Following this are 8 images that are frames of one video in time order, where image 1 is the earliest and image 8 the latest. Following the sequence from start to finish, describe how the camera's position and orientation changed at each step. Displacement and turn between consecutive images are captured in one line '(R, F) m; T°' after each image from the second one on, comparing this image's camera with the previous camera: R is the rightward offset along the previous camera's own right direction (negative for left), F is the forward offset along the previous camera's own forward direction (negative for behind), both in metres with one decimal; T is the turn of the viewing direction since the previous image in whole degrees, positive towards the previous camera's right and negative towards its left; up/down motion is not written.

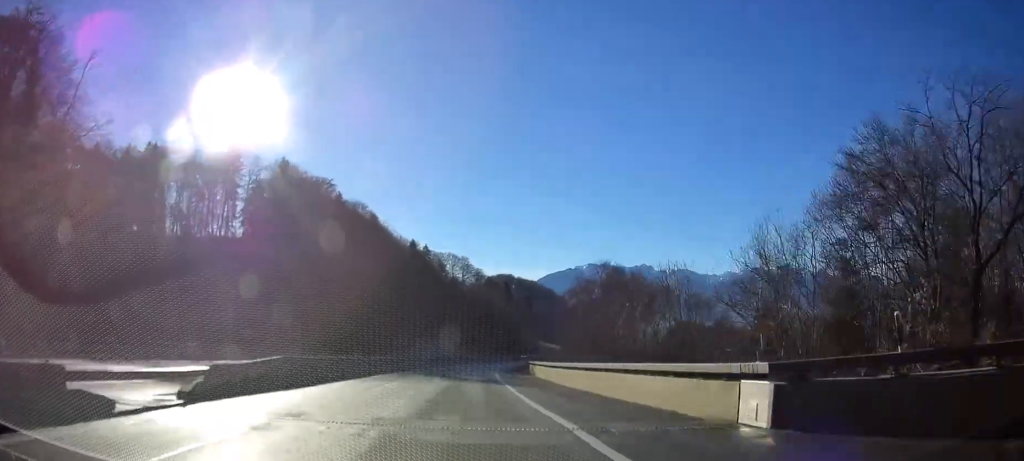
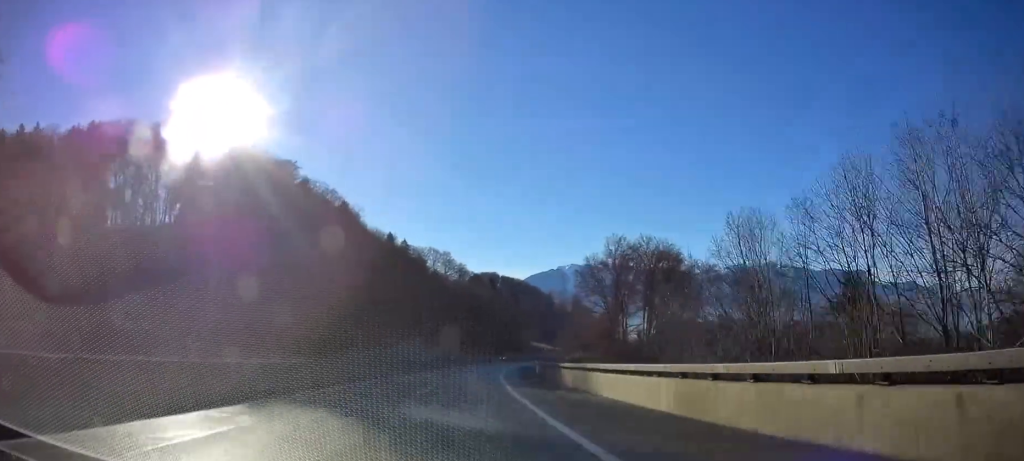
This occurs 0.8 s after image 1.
(+0.1, +26.0) m; +1°
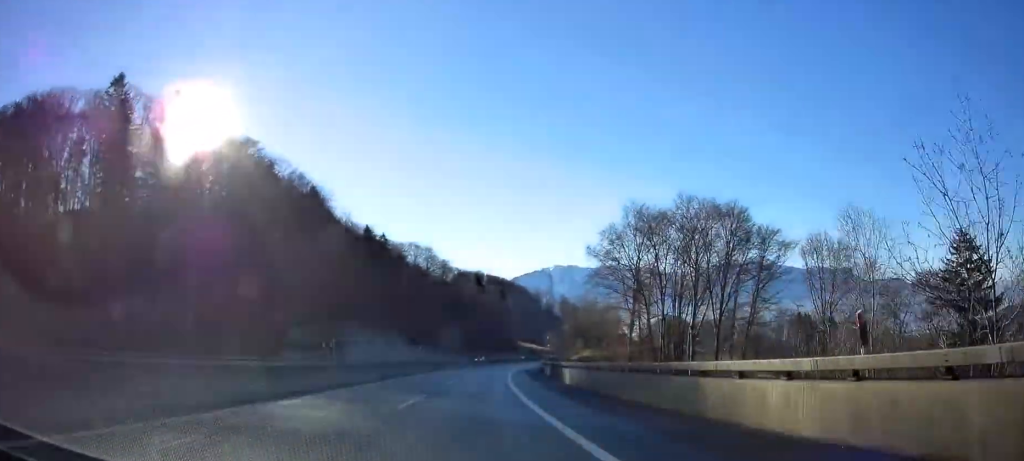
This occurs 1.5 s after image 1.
(+0.3, +23.7) m; +2°
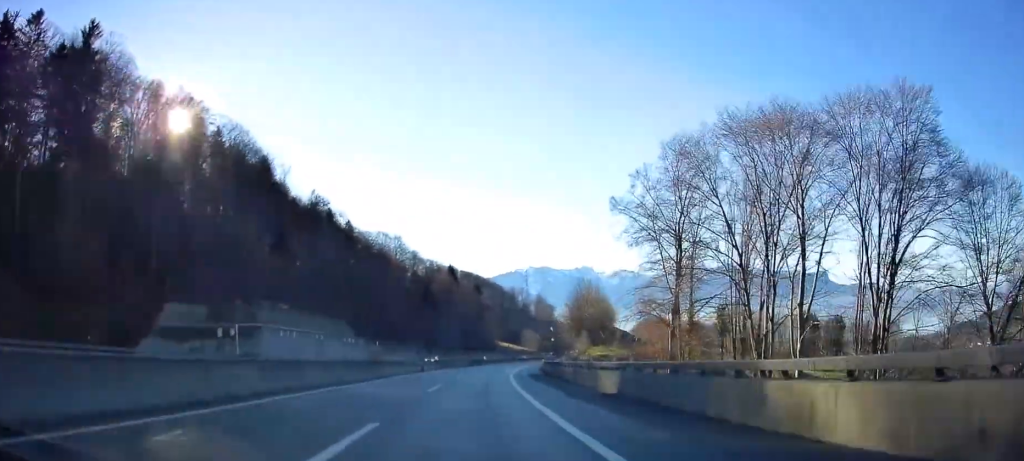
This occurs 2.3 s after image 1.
(+0.6, +28.2) m; +2°
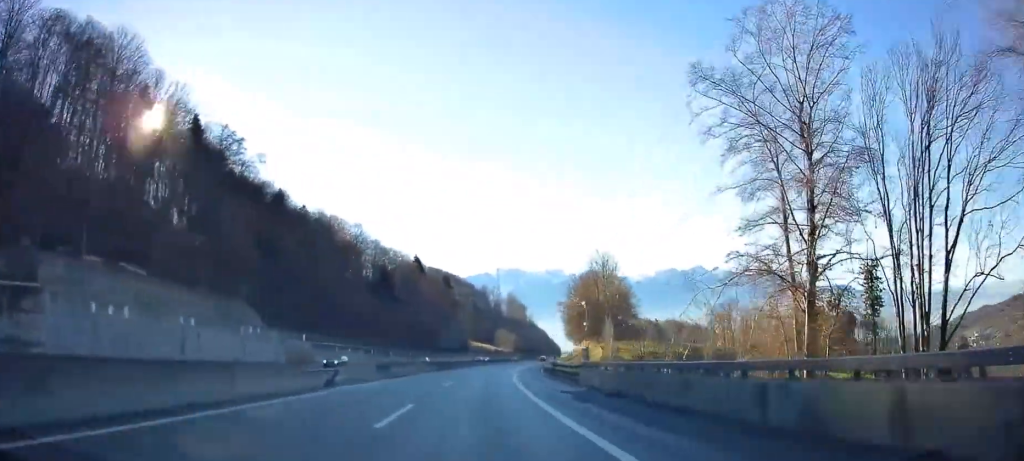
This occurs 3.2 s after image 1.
(+0.7, +29.3) m; +3°
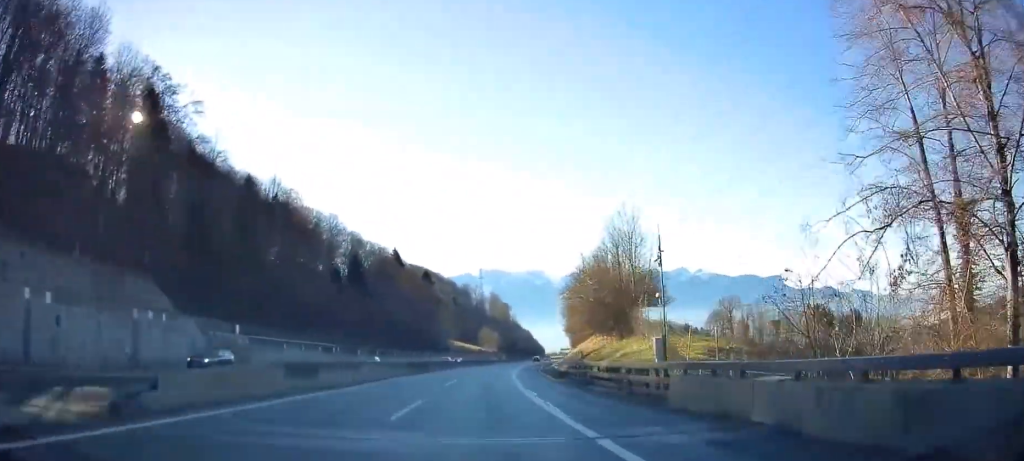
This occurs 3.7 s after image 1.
(0.0, +16.9) m; +1°
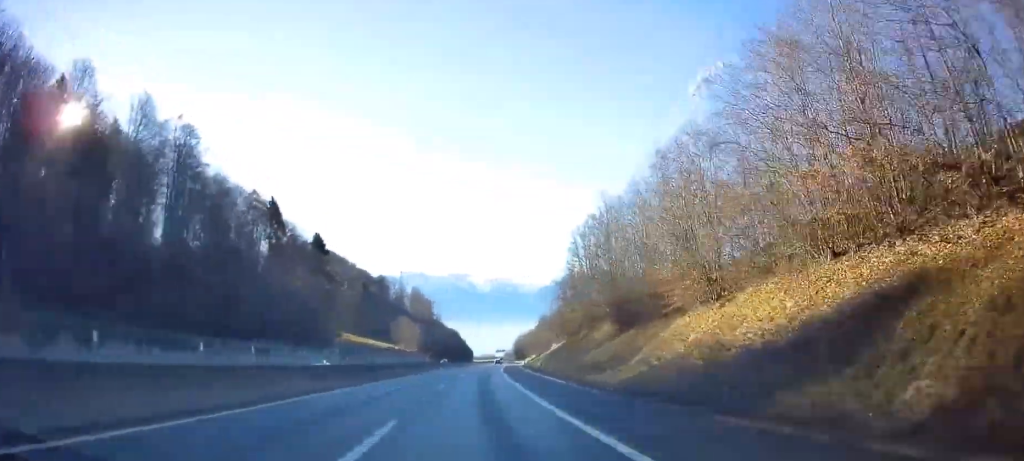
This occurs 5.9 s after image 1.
(+2.5, +76.7) m; +8°
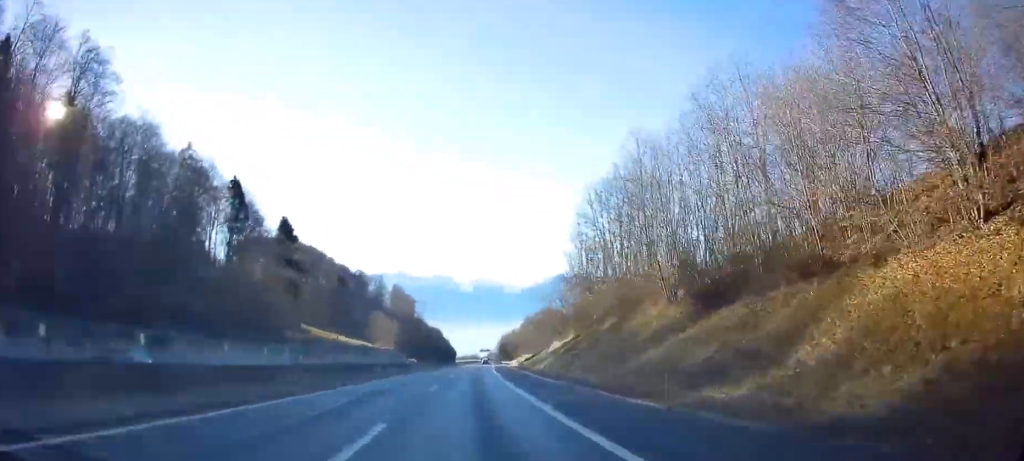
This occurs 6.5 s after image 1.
(+1.7, +18.1) m; +3°
